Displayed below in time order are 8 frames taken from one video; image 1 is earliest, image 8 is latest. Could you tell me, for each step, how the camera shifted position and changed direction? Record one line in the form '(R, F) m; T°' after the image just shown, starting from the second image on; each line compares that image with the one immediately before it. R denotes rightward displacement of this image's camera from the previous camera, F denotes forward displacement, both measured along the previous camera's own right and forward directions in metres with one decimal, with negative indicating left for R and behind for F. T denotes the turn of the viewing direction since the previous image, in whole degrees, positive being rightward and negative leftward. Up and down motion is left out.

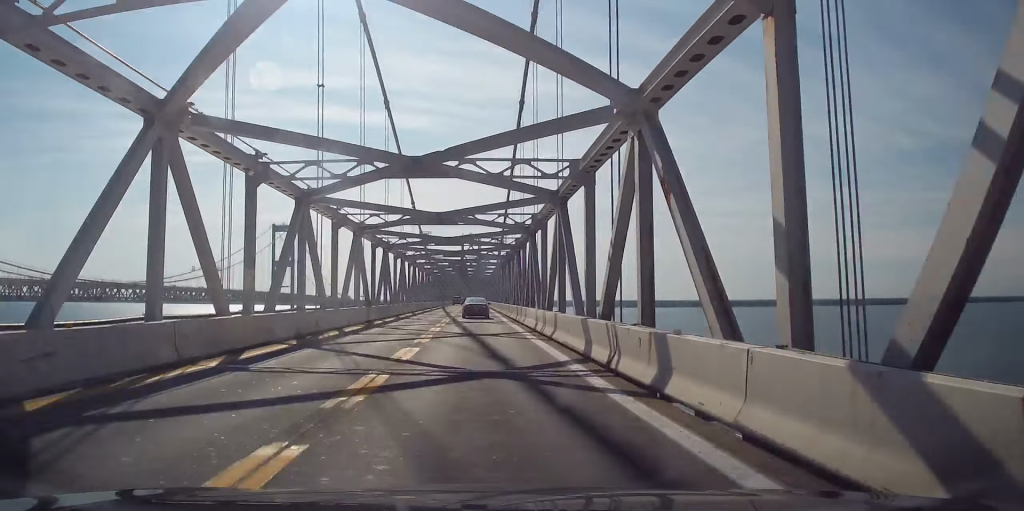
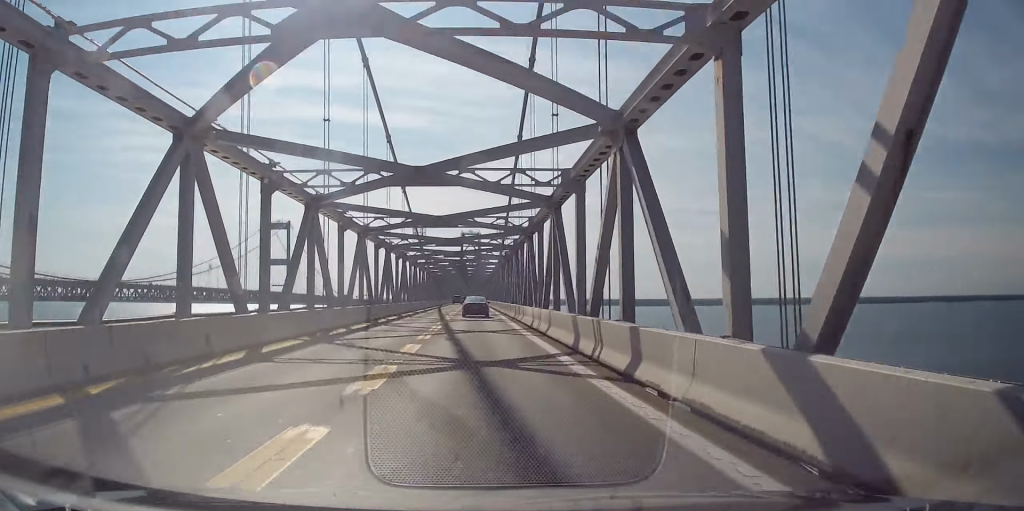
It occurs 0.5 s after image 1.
(-0.4, +10.9) m; -2°
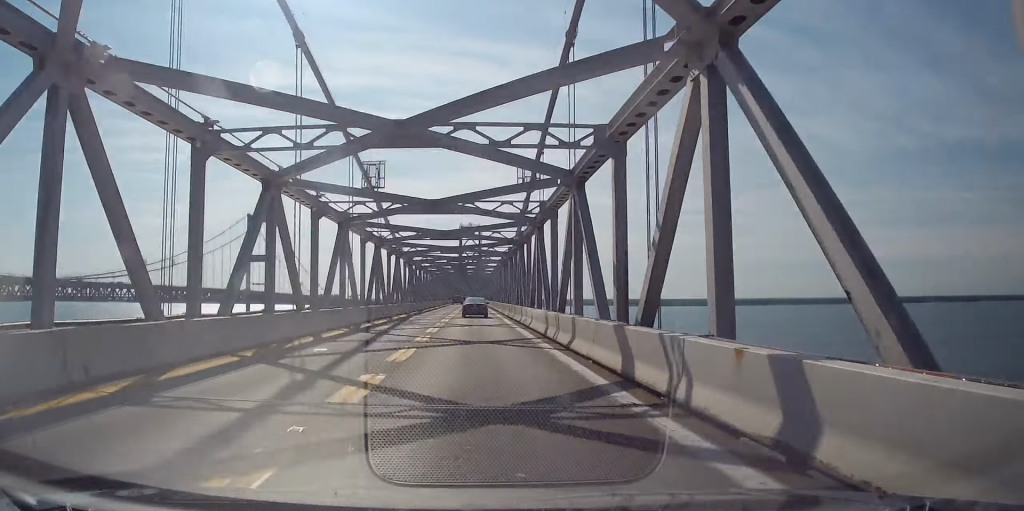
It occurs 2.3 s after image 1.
(-0.2, +42.7) m; 0°
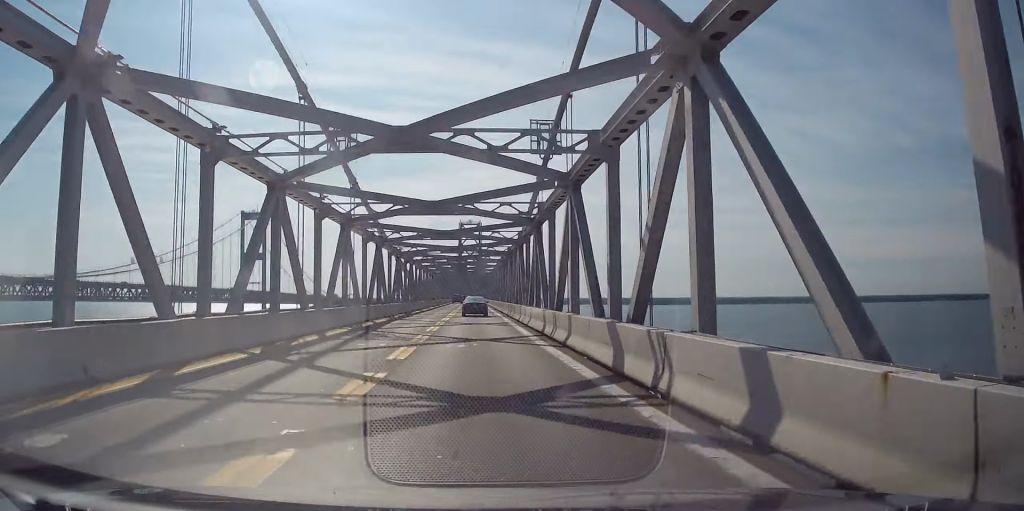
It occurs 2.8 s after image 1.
(0.0, +11.7) m; 0°
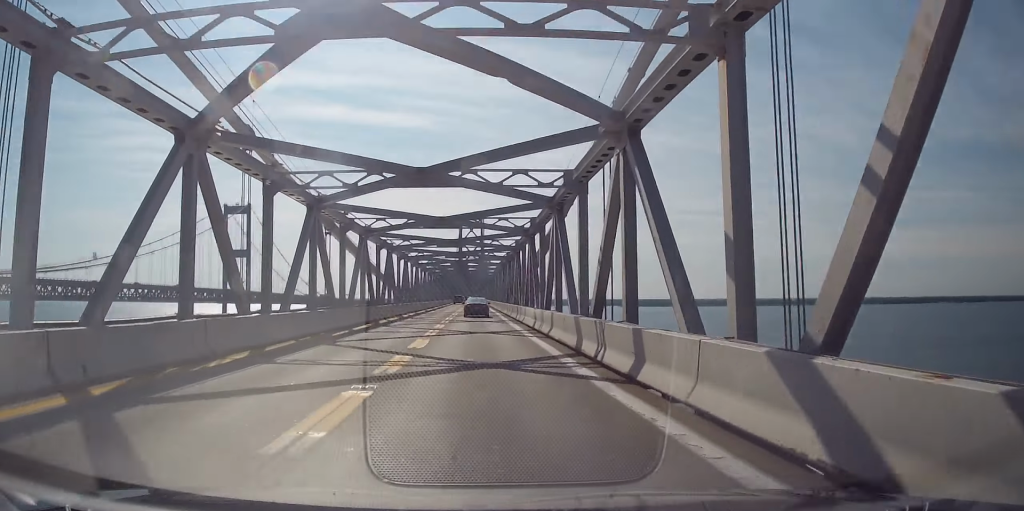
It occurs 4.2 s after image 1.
(-0.1, +32.1) m; 0°
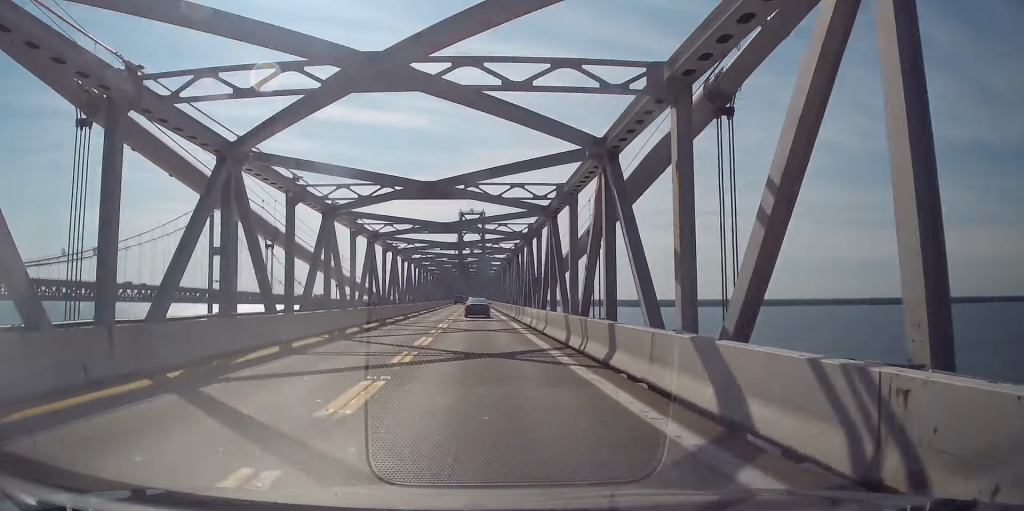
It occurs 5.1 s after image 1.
(-0.1, +22.2) m; 0°
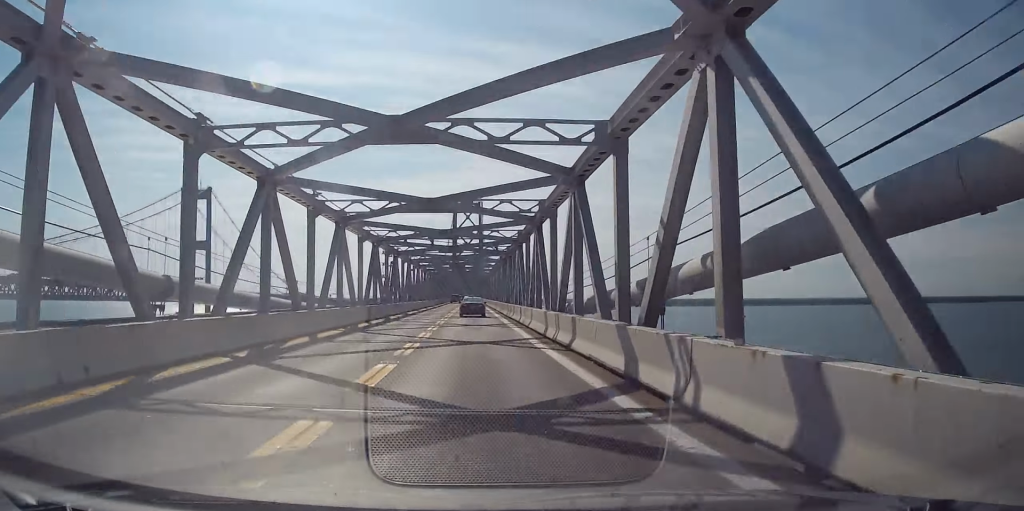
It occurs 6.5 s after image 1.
(+0.4, +33.0) m; +1°
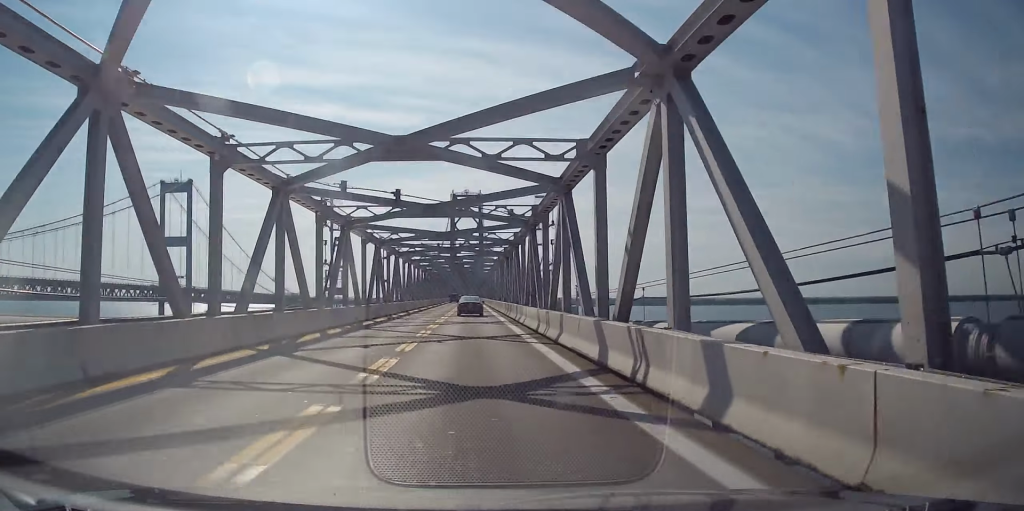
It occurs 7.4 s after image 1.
(0.0, +22.8) m; 0°
